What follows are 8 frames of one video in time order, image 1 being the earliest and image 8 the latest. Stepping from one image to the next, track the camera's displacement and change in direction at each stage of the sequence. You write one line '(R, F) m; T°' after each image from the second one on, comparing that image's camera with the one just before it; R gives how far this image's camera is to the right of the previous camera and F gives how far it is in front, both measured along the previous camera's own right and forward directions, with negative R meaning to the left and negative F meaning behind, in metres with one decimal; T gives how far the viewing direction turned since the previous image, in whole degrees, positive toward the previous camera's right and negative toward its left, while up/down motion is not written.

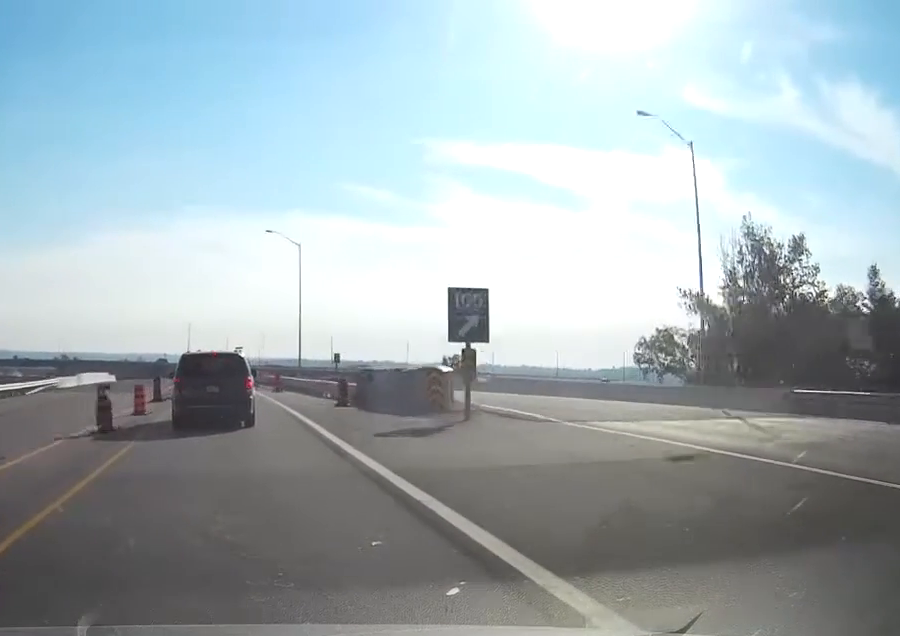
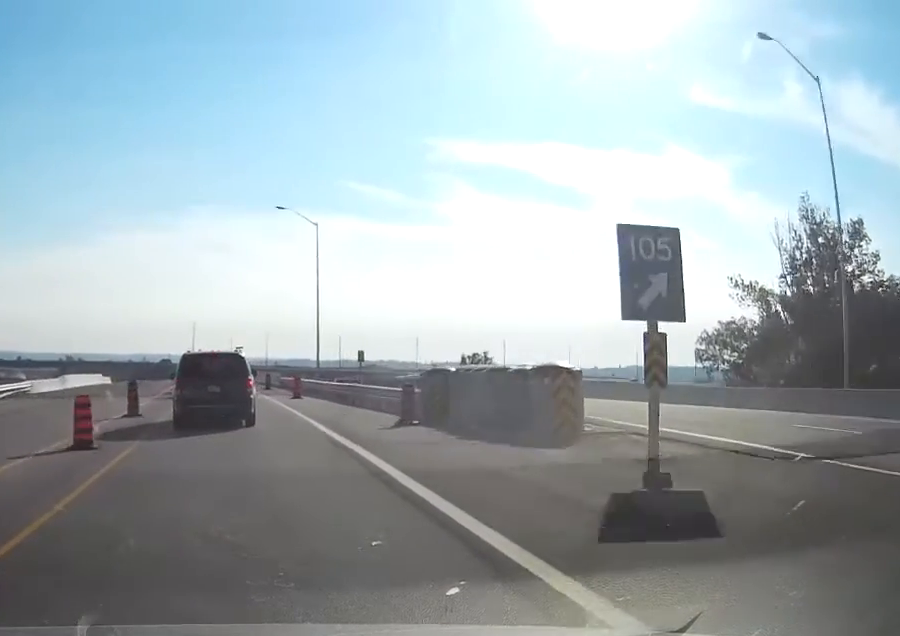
(+0.1, +11.9) m; -1°
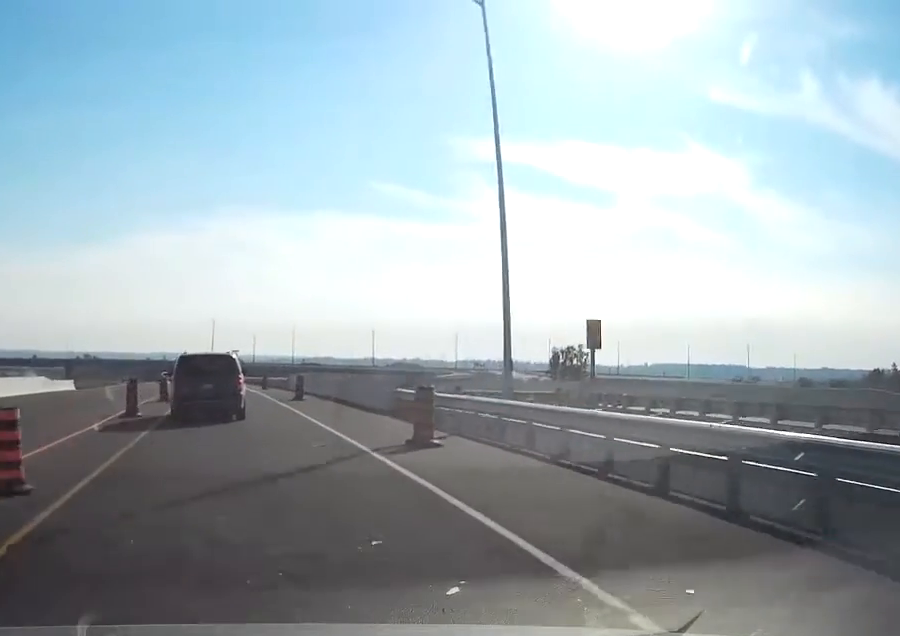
(-1.4, +44.4) m; -3°
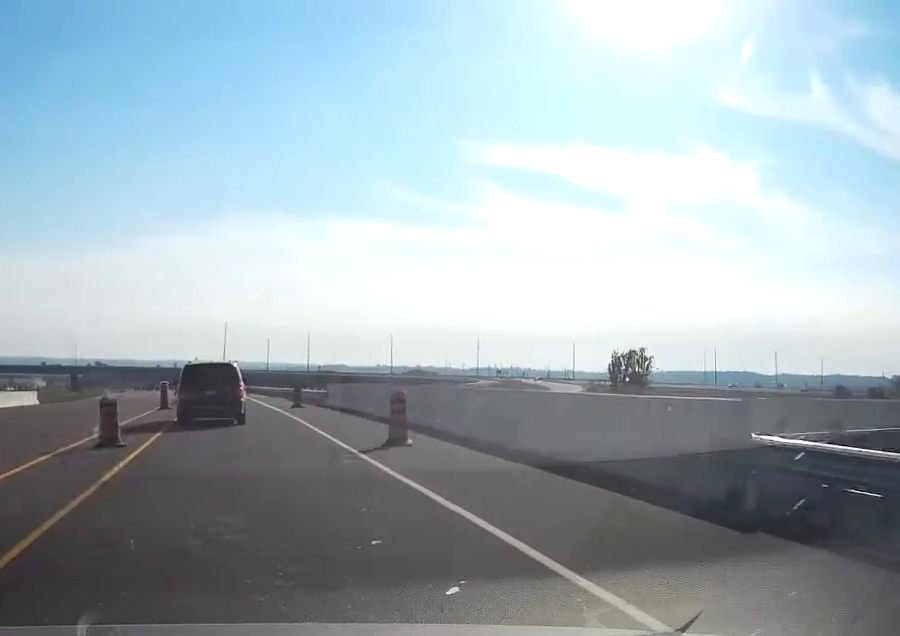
(0.0, +20.3) m; -1°
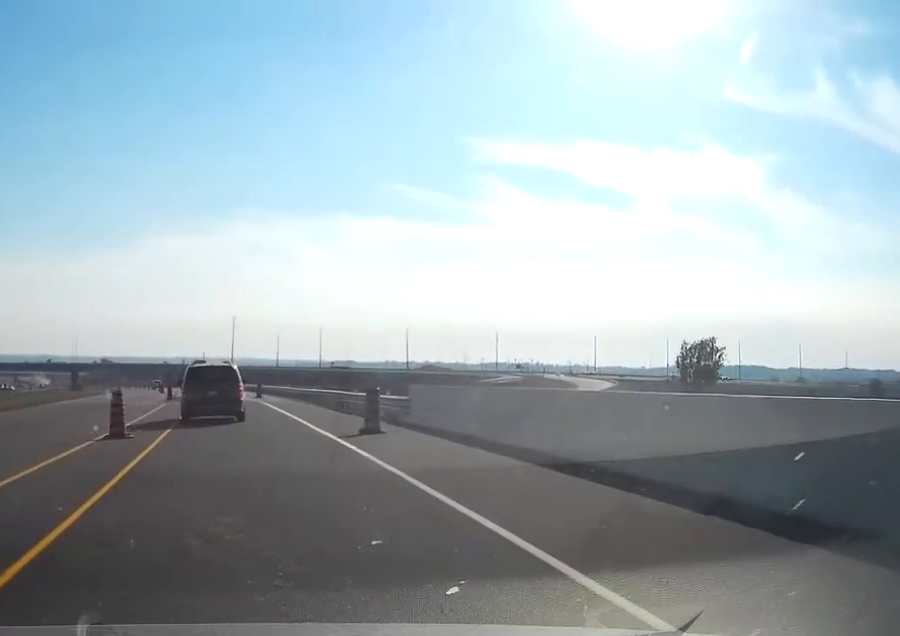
(-0.2, +19.7) m; -1°
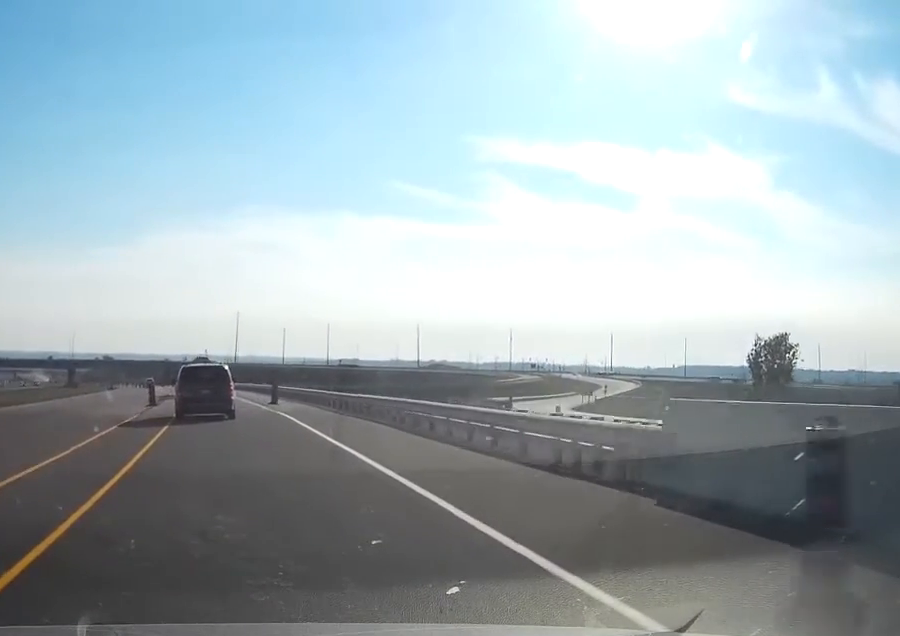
(0.0, +17.1) m; 0°
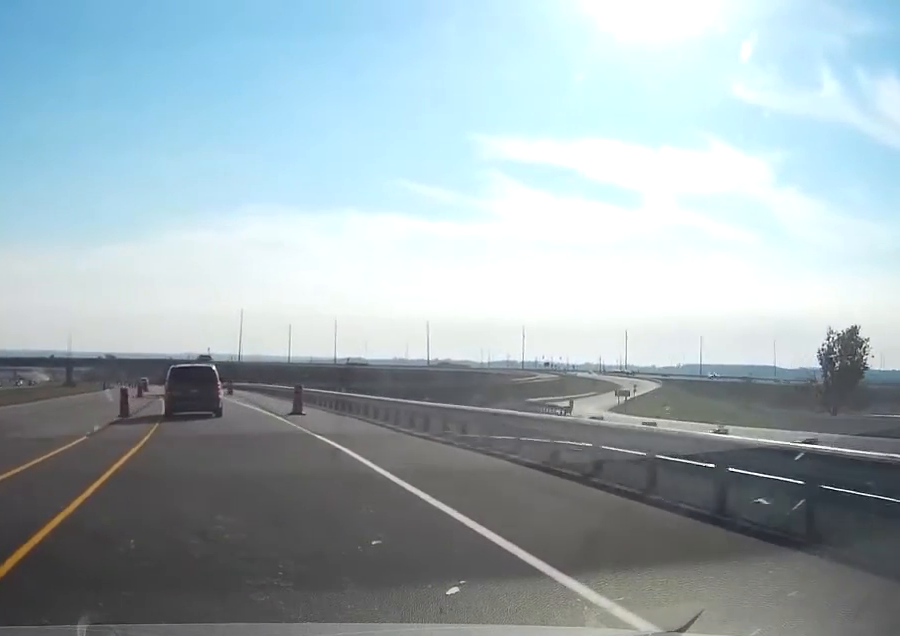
(0.0, +13.6) m; 0°
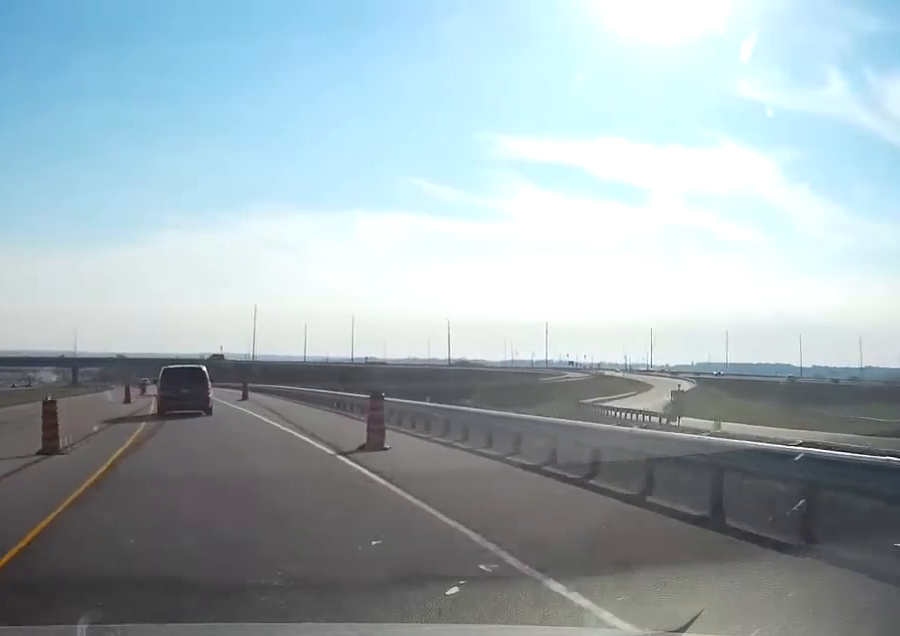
(0.0, +15.2) m; 0°
